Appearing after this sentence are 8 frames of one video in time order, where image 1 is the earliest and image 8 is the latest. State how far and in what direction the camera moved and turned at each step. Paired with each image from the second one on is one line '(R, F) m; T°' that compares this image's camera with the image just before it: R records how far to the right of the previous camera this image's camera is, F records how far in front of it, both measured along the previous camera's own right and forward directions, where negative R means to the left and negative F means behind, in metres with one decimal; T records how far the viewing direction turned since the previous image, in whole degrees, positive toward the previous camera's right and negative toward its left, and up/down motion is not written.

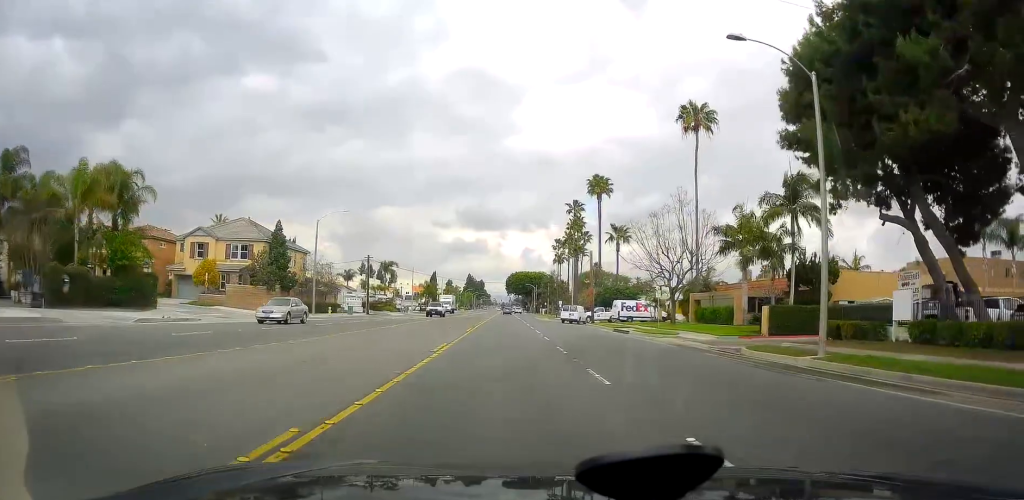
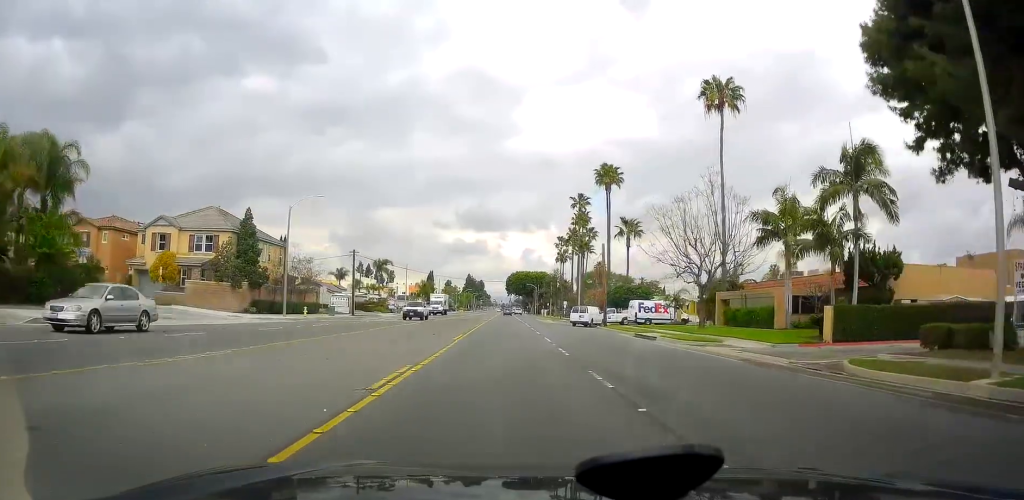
(+0.1, +7.6) m; 0°
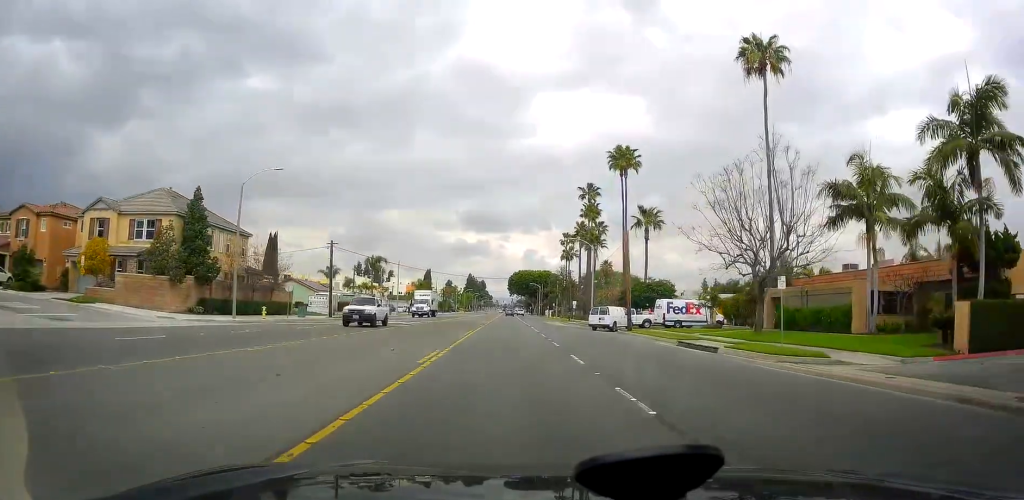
(+0.1, +9.9) m; -2°
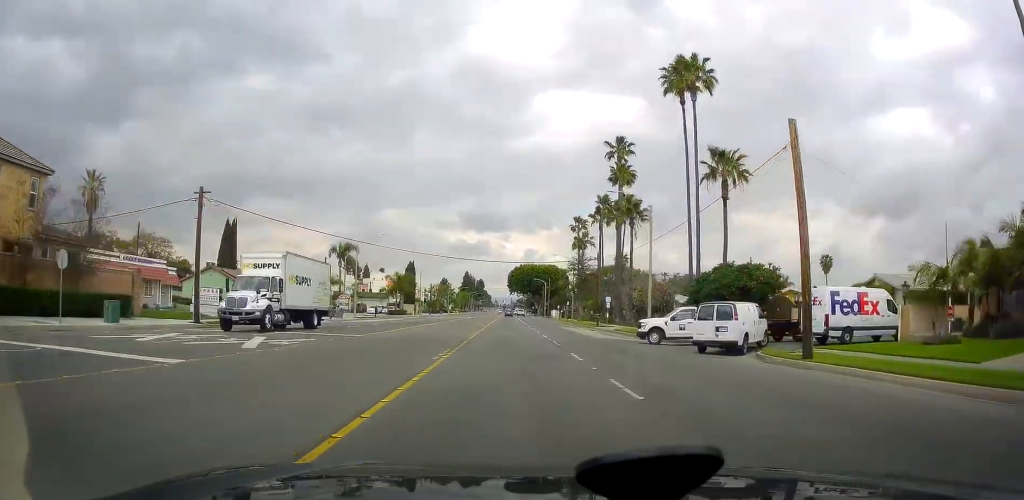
(-0.6, +27.3) m; +1°
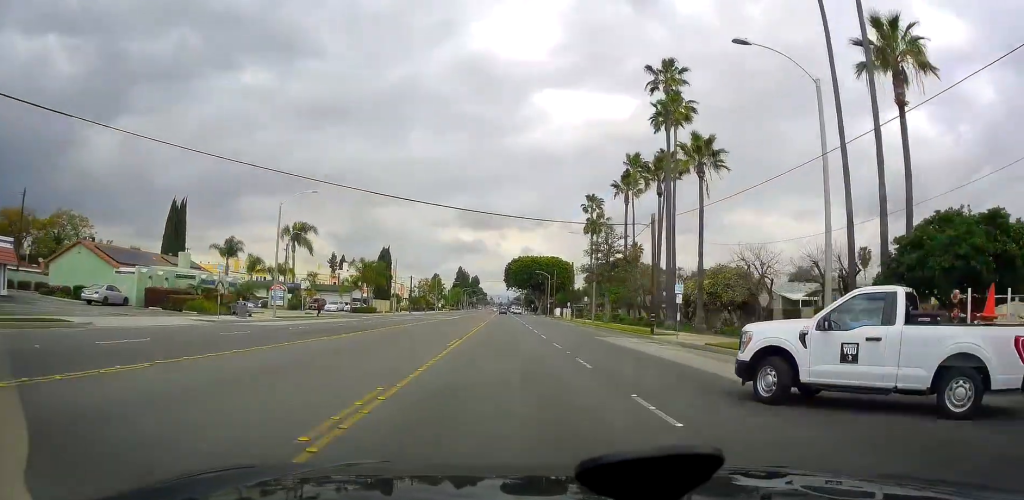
(+0.7, +24.8) m; +5°
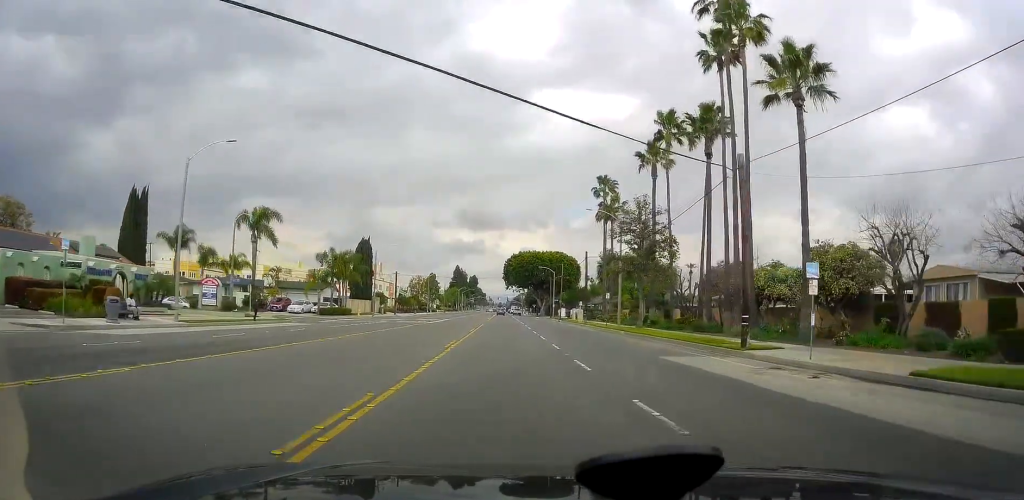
(+0.7, +15.2) m; 0°
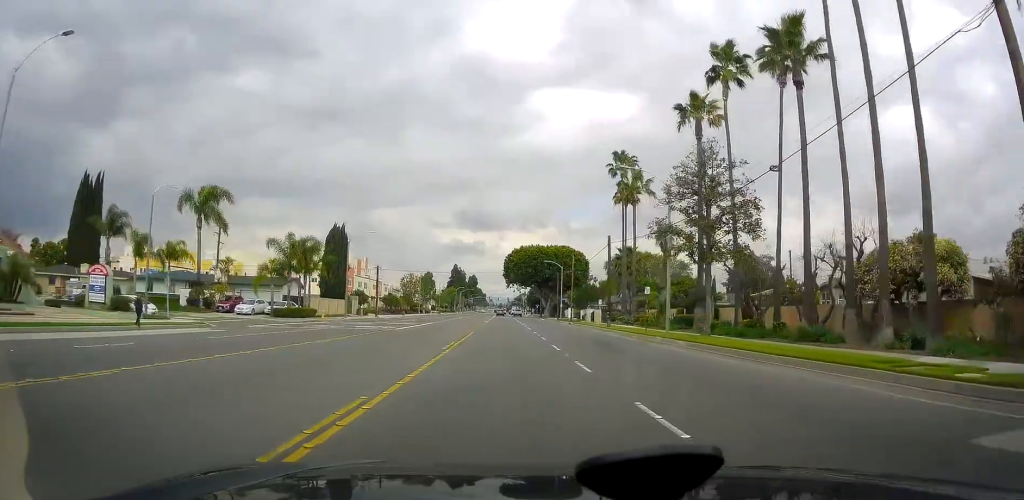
(-0.5, +14.9) m; -2°
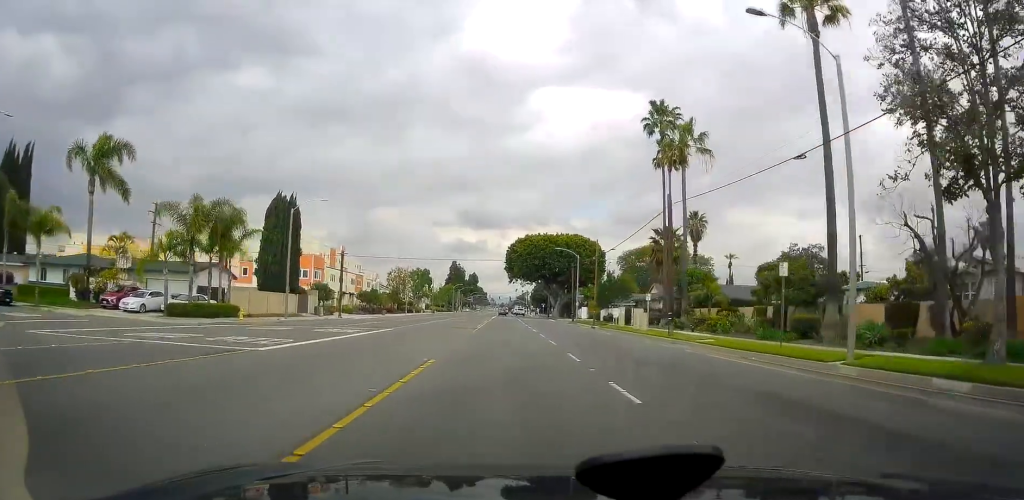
(-0.3, +19.4) m; -1°
